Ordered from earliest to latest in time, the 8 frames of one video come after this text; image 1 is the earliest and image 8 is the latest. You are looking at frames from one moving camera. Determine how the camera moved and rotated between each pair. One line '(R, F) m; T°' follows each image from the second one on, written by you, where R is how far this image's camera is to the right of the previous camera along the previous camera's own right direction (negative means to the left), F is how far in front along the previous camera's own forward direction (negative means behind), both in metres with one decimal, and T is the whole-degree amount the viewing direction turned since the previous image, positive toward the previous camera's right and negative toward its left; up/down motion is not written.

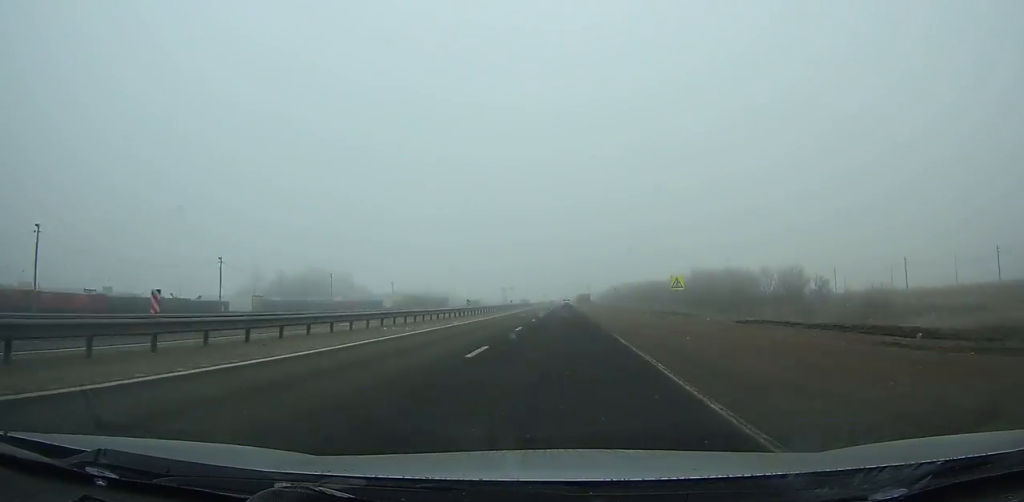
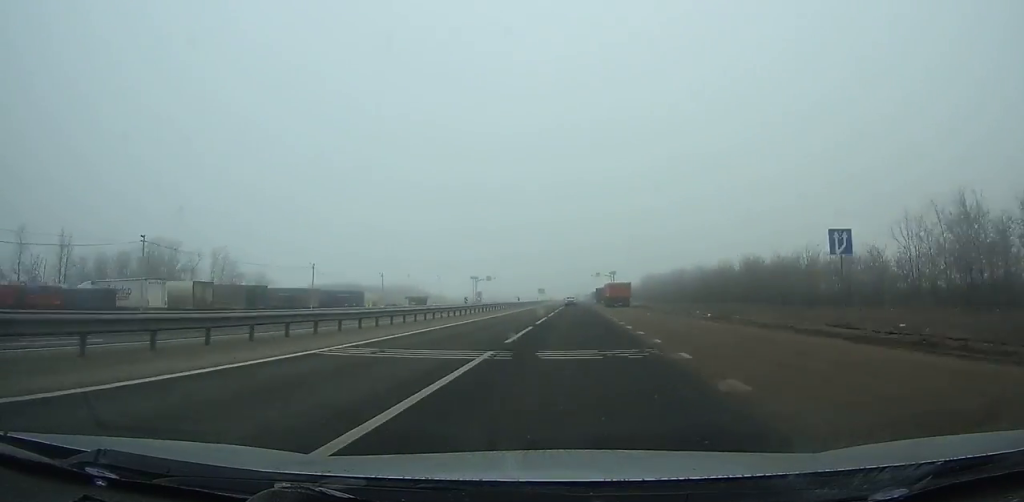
(-0.4, +84.5) m; 0°
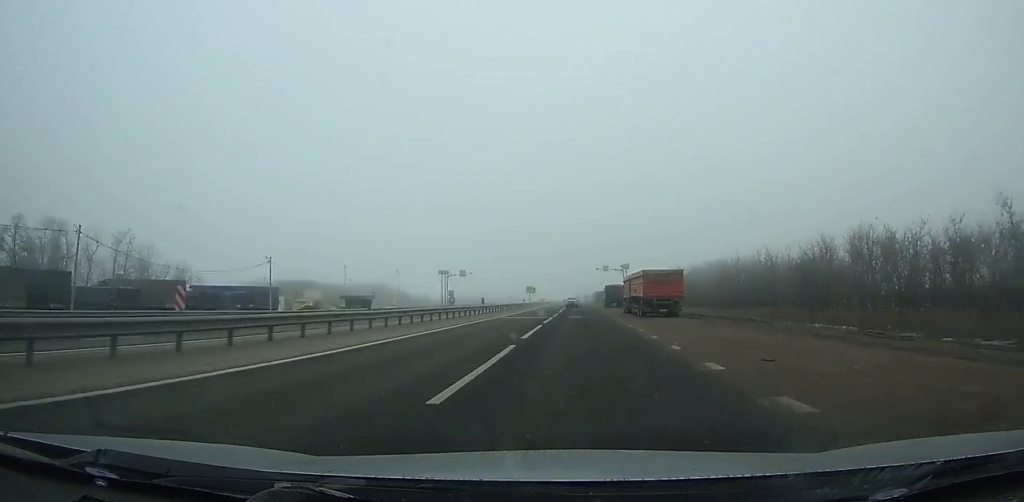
(-0.1, +32.2) m; 0°
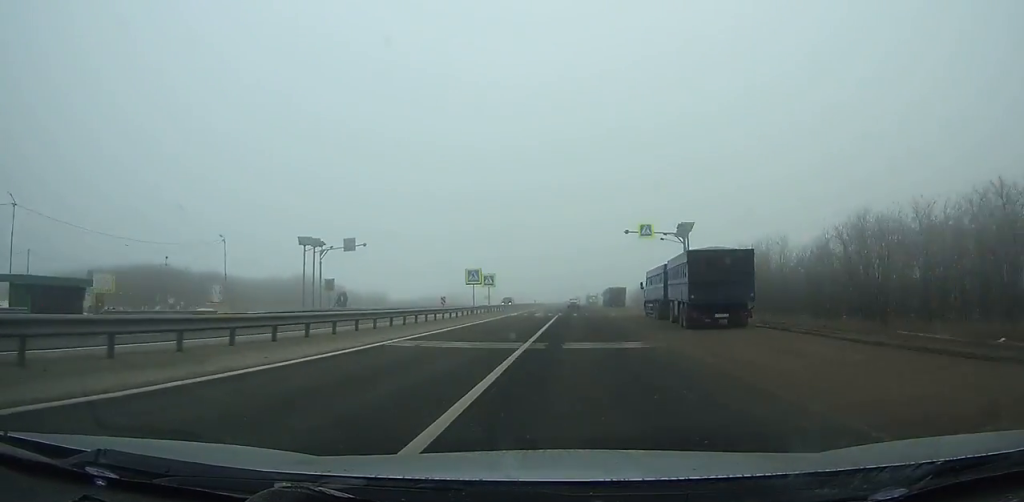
(+0.1, +56.9) m; 0°
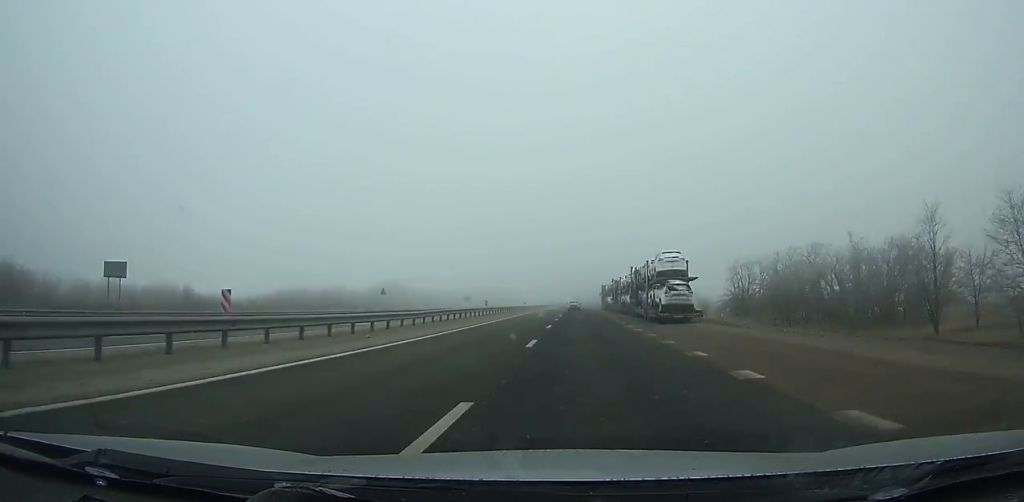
(+0.7, +143.9) m; 0°
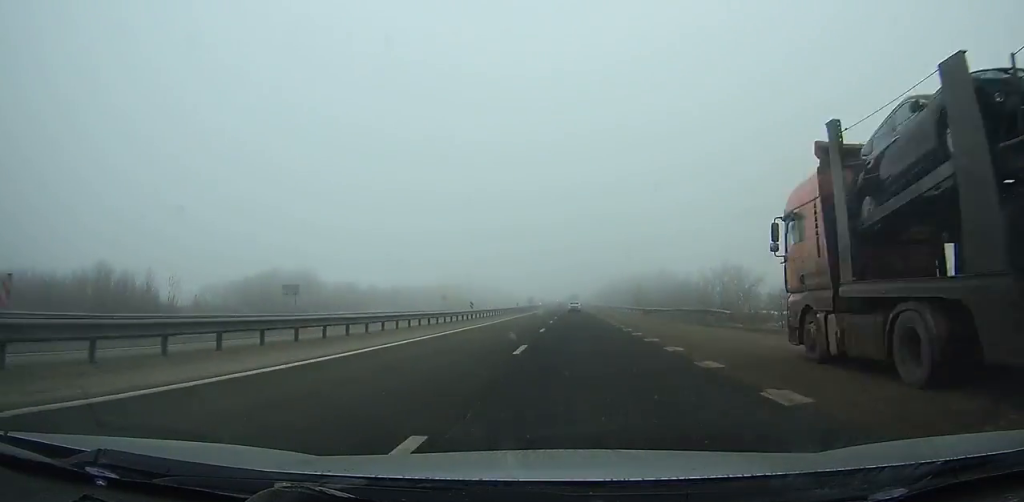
(-0.1, +84.4) m; 0°
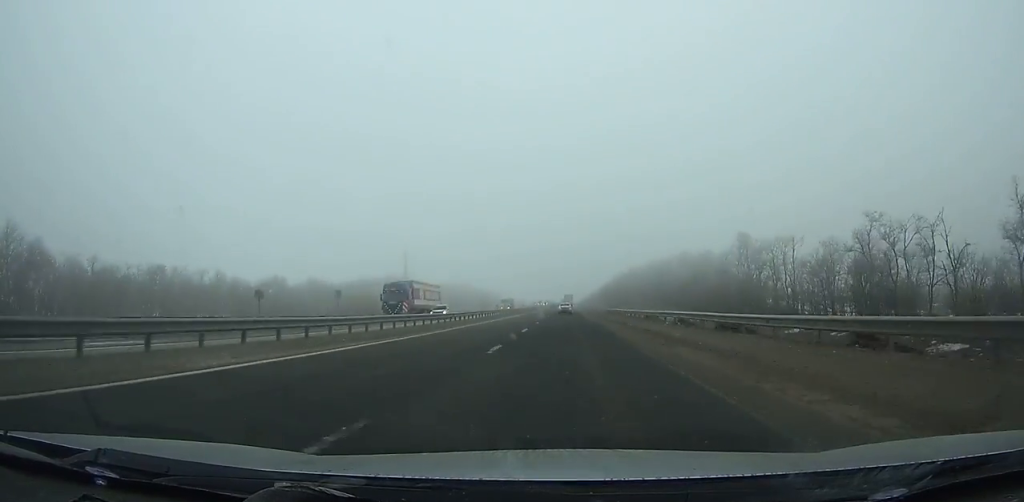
(-0.2, +93.2) m; 0°
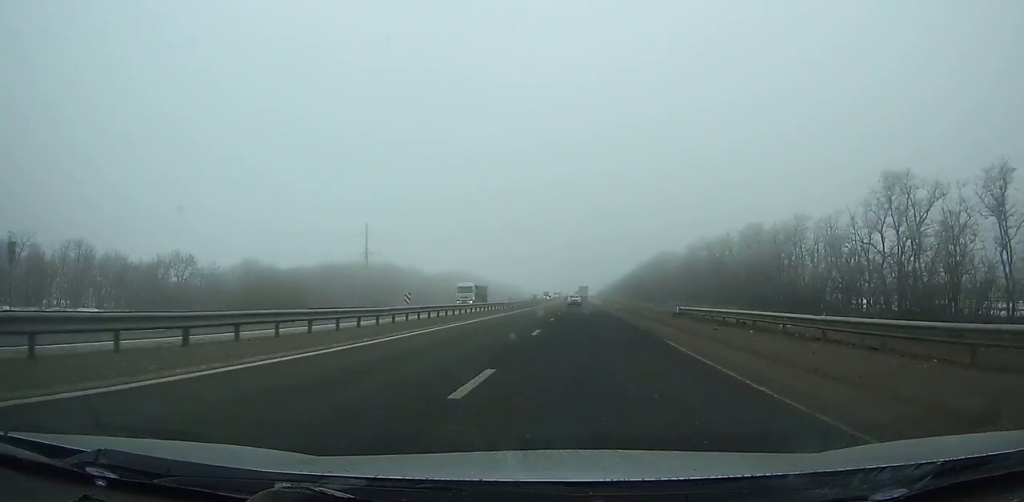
(-0.2, +43.9) m; 0°
